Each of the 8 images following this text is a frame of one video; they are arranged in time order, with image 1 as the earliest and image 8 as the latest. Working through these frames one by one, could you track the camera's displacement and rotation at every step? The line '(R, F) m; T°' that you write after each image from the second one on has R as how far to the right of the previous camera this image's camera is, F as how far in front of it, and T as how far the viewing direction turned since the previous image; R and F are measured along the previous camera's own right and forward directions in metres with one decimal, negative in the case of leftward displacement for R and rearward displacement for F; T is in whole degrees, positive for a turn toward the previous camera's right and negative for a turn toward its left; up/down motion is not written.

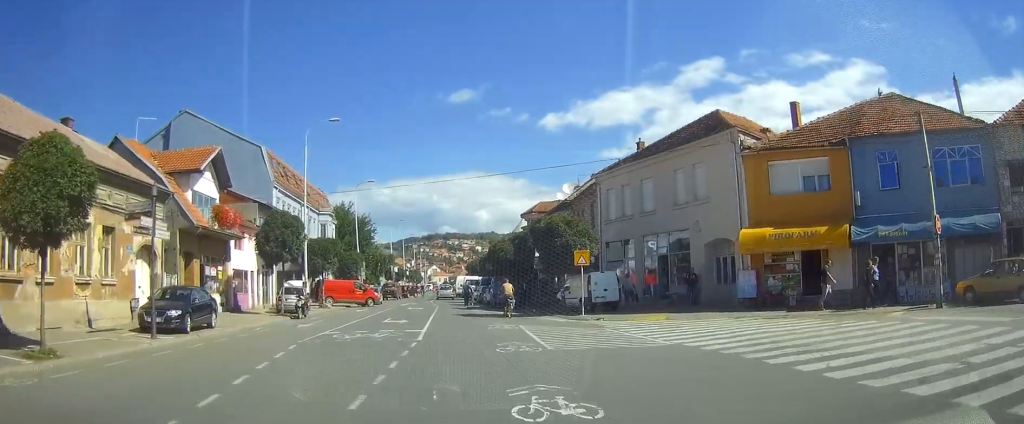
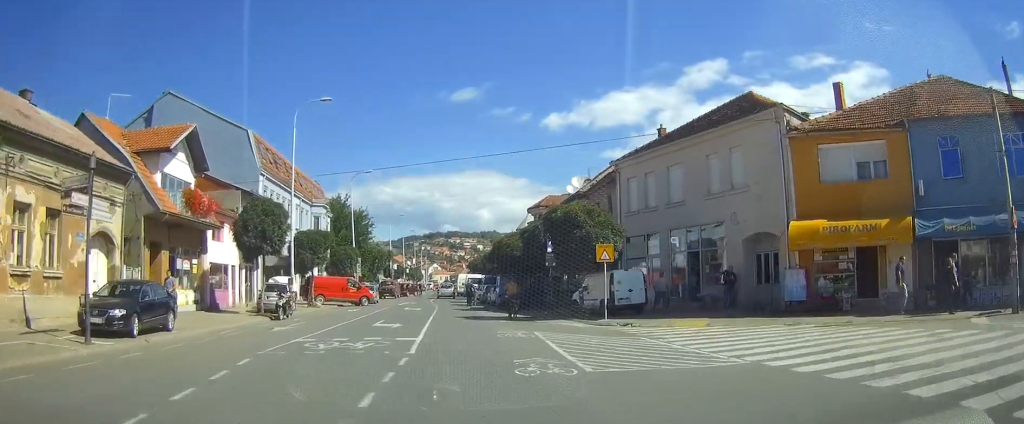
(0.0, +4.2) m; 0°
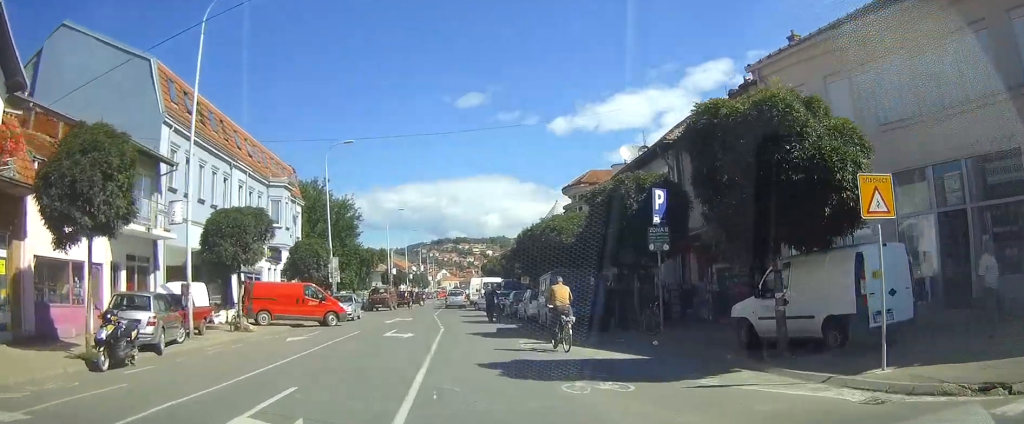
(-0.3, +17.2) m; -3°
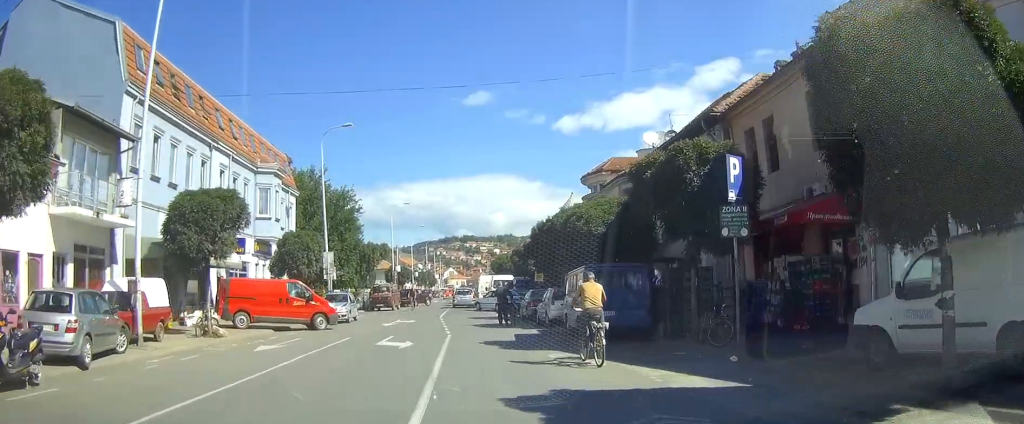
(-0.1, +4.6) m; -1°
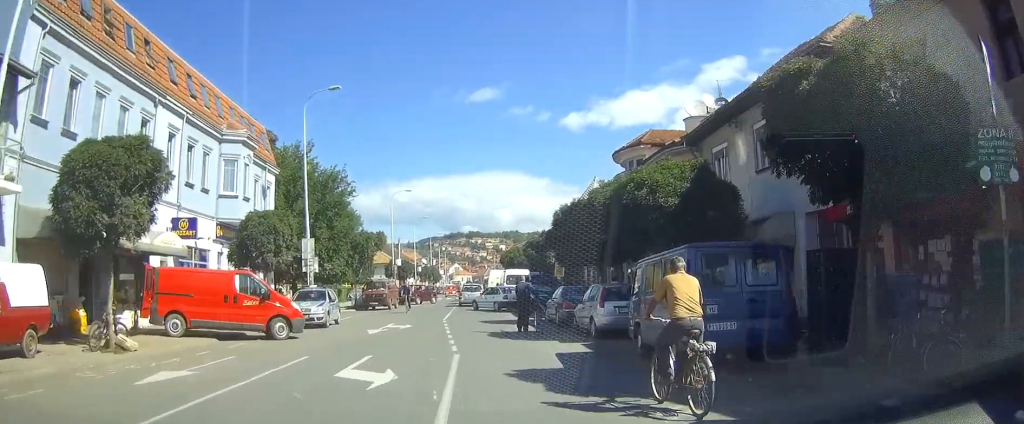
(0.0, +7.4) m; -1°
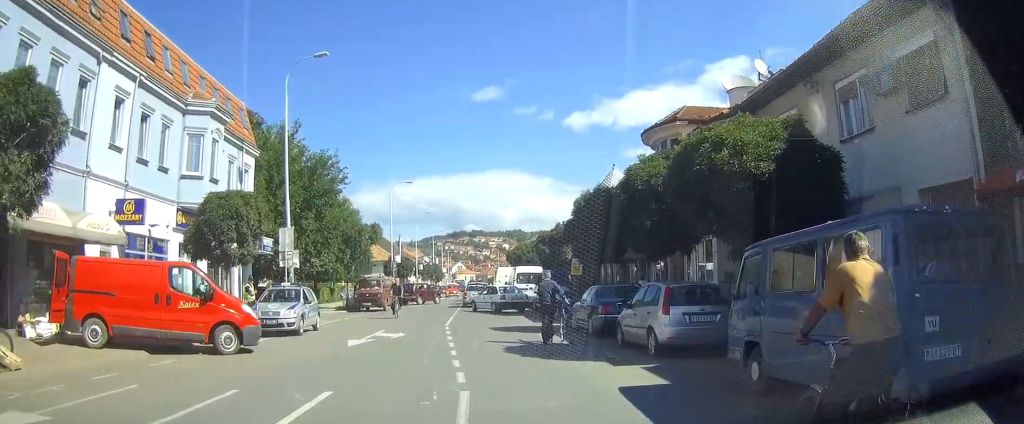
(0.0, +5.3) m; -1°
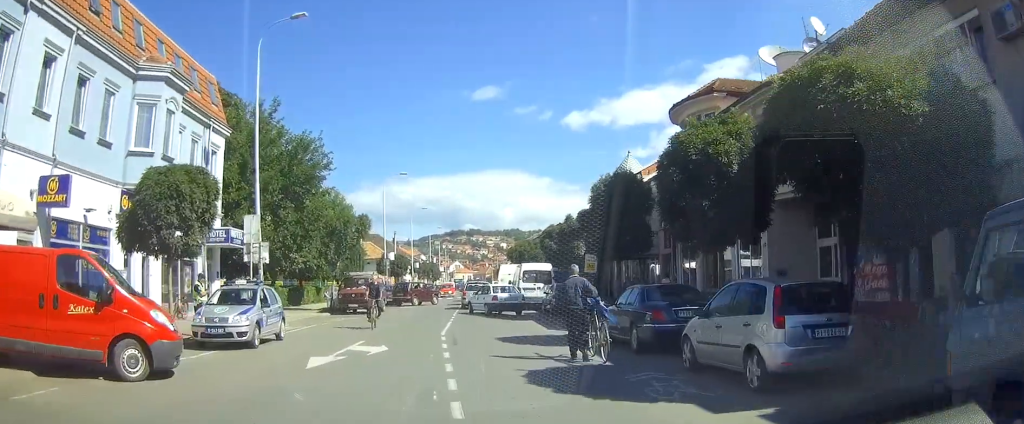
(-0.1, +5.0) m; 0°
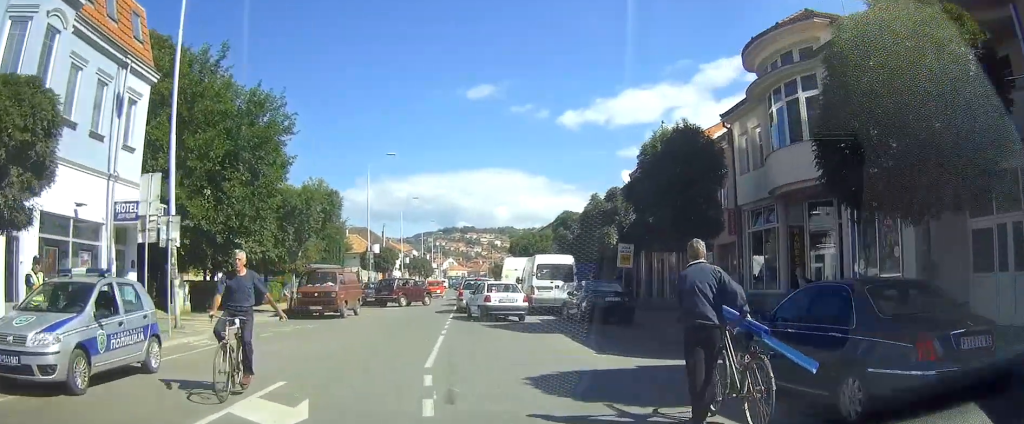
(0.0, +8.7) m; +1°
